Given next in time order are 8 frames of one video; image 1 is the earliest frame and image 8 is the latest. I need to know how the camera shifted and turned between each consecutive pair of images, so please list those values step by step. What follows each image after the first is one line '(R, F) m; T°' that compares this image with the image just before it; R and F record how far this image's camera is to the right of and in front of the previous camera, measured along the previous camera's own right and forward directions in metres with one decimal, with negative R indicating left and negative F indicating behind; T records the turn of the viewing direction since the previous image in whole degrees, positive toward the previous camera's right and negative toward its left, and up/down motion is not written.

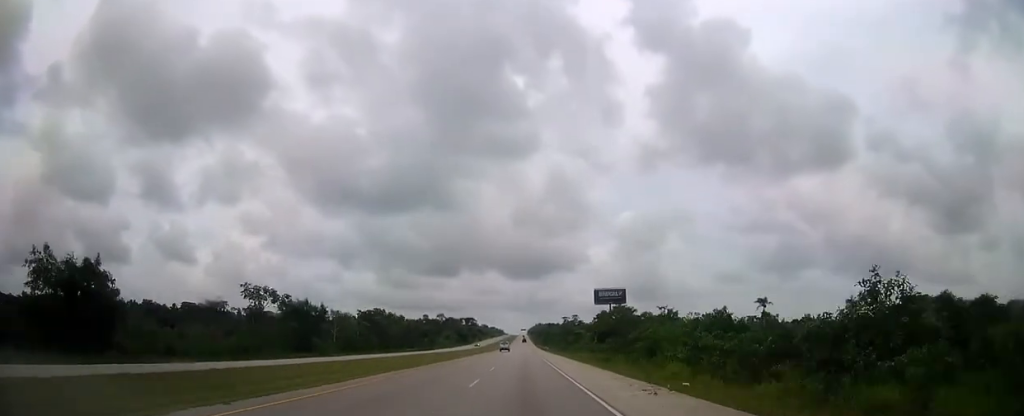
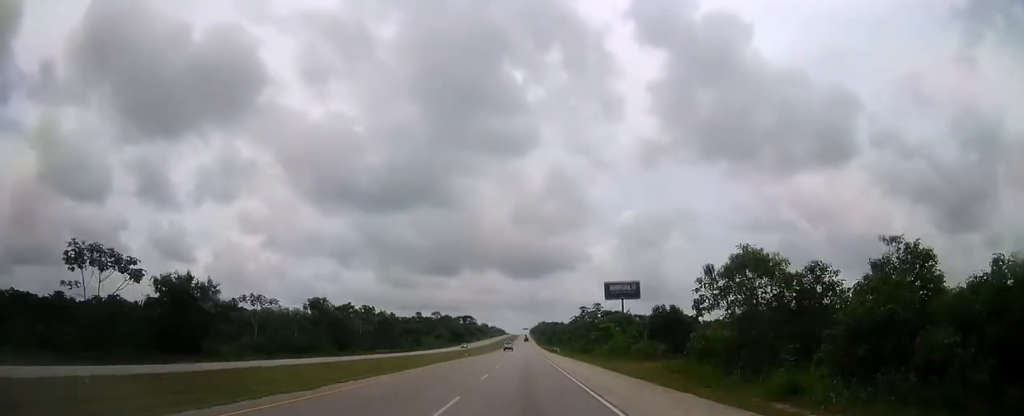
(0.0, +31.6) m; 0°
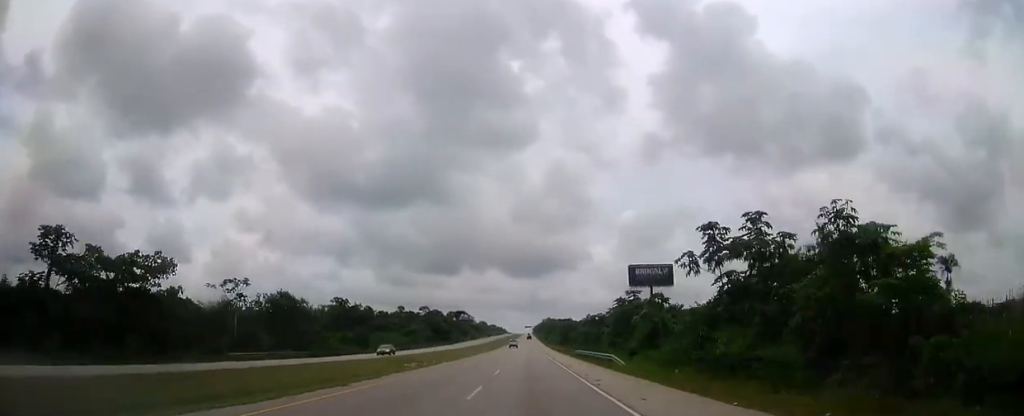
(0.0, +57.2) m; 0°
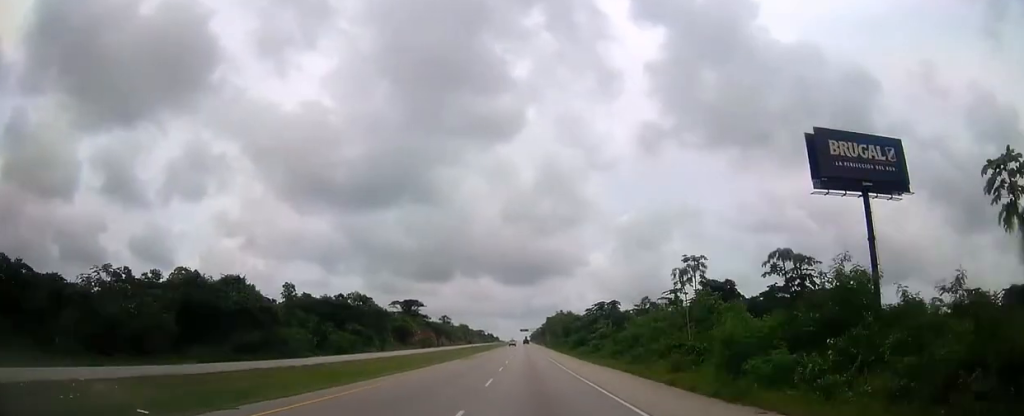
(0.0, +137.8) m; 0°
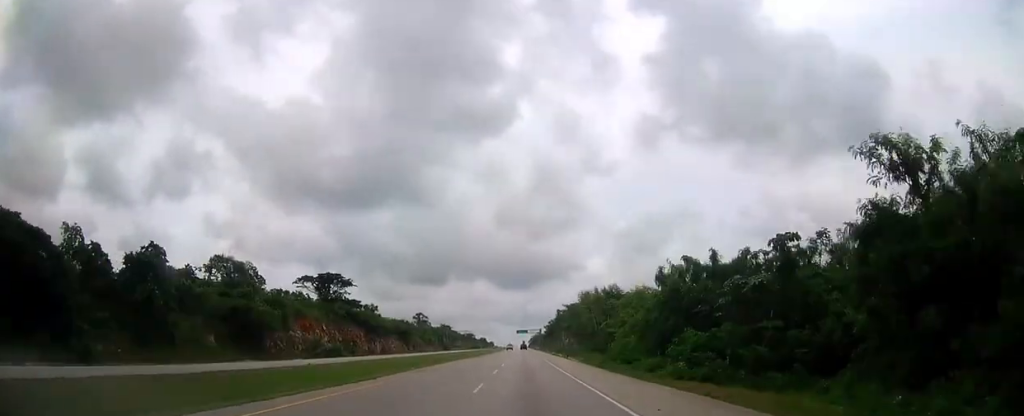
(+0.1, +86.8) m; 0°
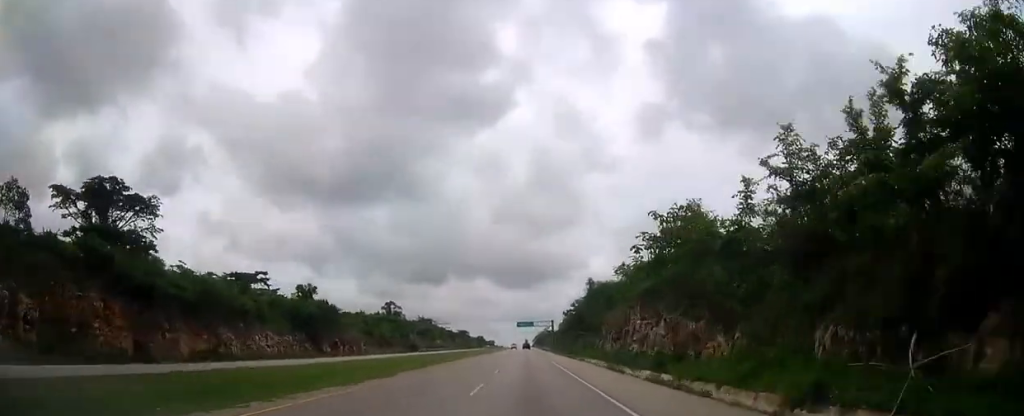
(0.0, +74.2) m; 0°
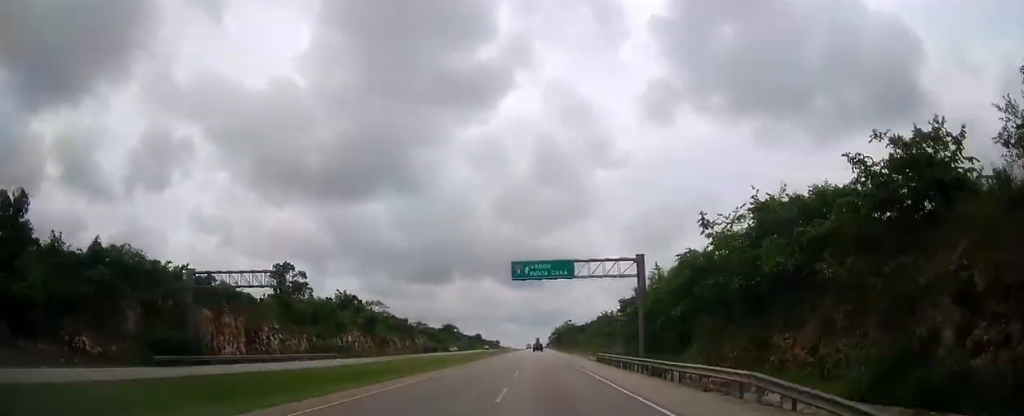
(-0.5, +110.0) m; -1°
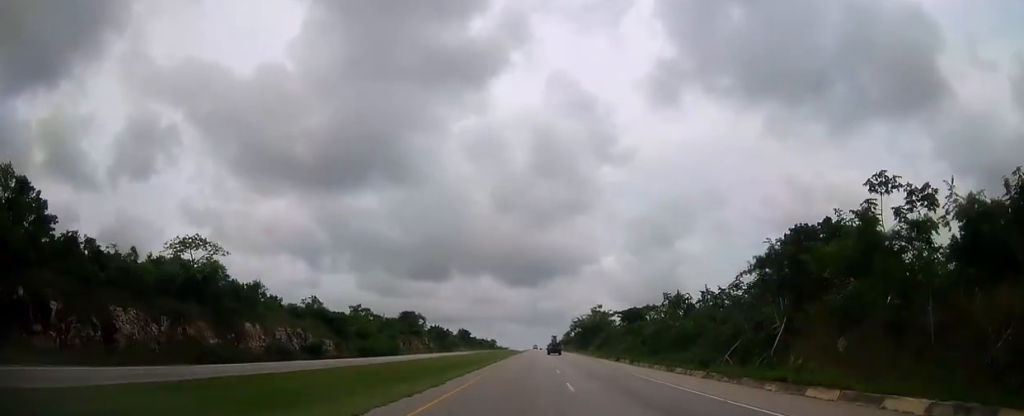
(-0.5, +91.7) m; 0°
